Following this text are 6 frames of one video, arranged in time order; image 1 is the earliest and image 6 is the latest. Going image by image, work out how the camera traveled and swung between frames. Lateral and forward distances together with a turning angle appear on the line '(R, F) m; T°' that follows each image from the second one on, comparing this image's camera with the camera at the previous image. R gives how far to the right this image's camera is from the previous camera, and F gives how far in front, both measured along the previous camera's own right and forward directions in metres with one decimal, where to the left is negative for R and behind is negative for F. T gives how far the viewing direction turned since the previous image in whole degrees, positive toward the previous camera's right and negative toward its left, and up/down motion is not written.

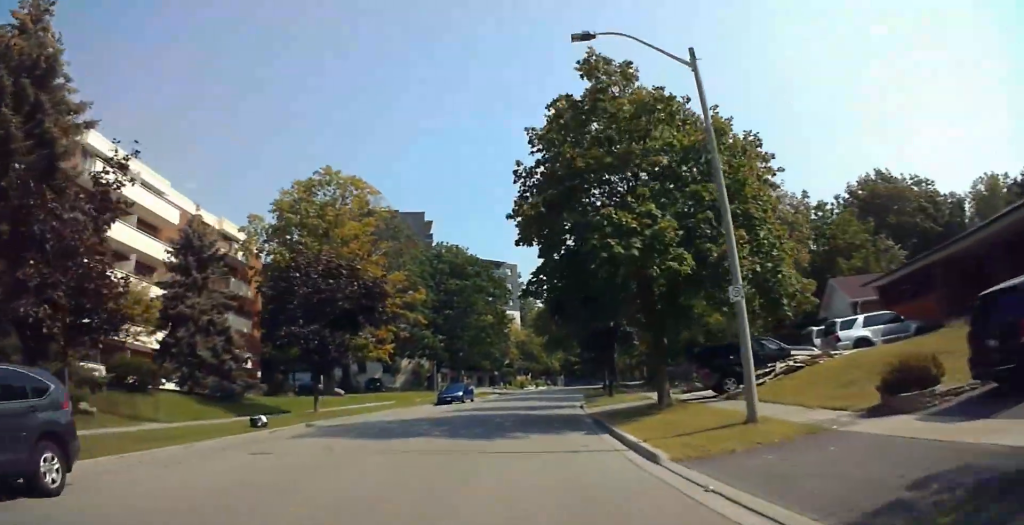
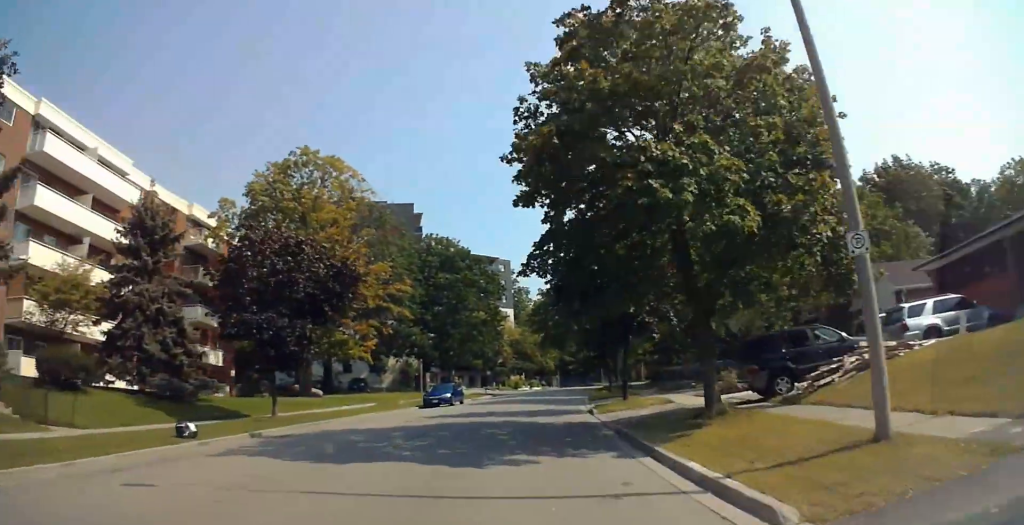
(+0.1, +5.0) m; +2°
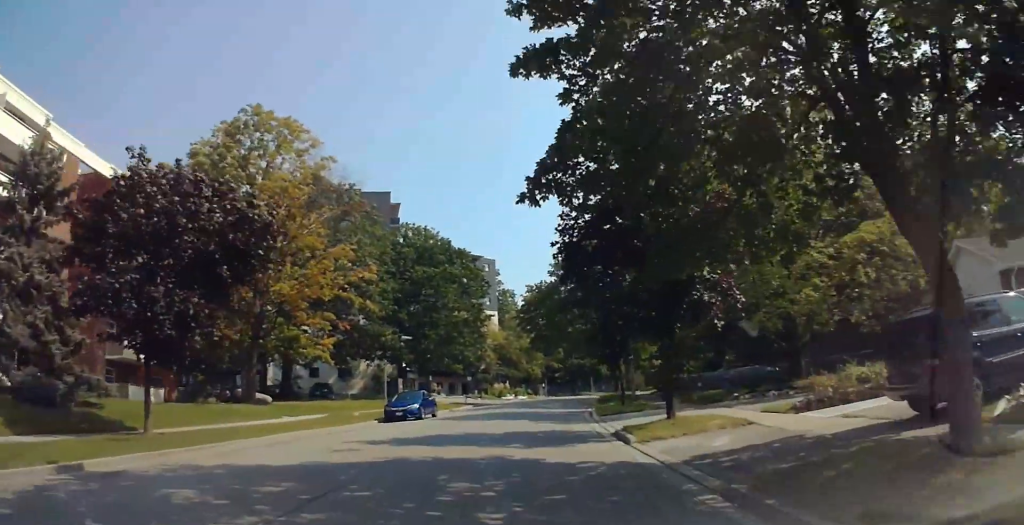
(+0.4, +8.7) m; +3°
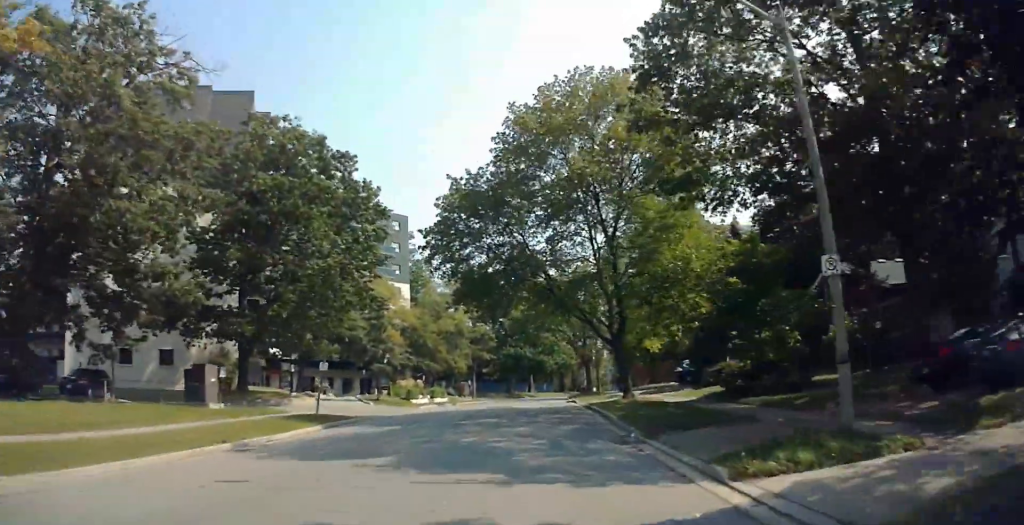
(+0.3, +29.6) m; -1°
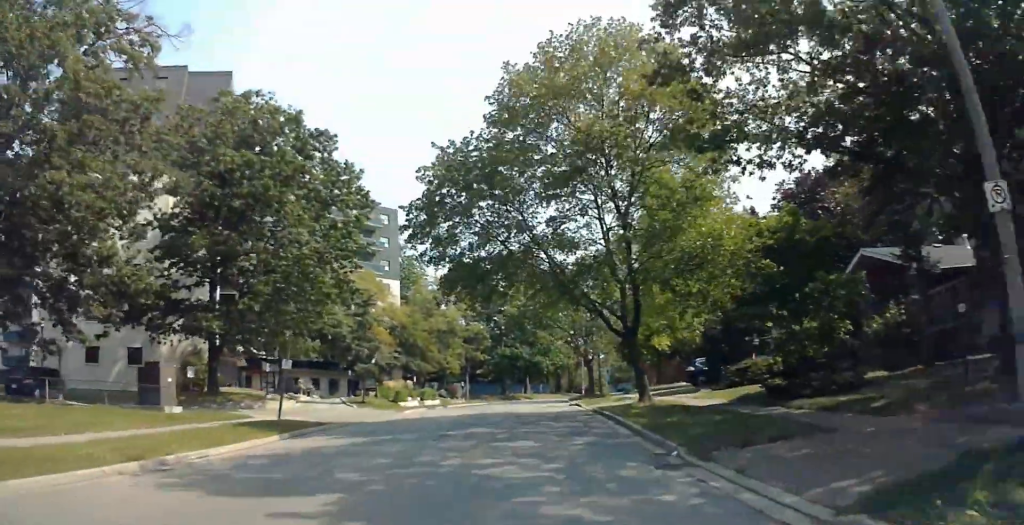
(0.0, +4.2) m; 0°
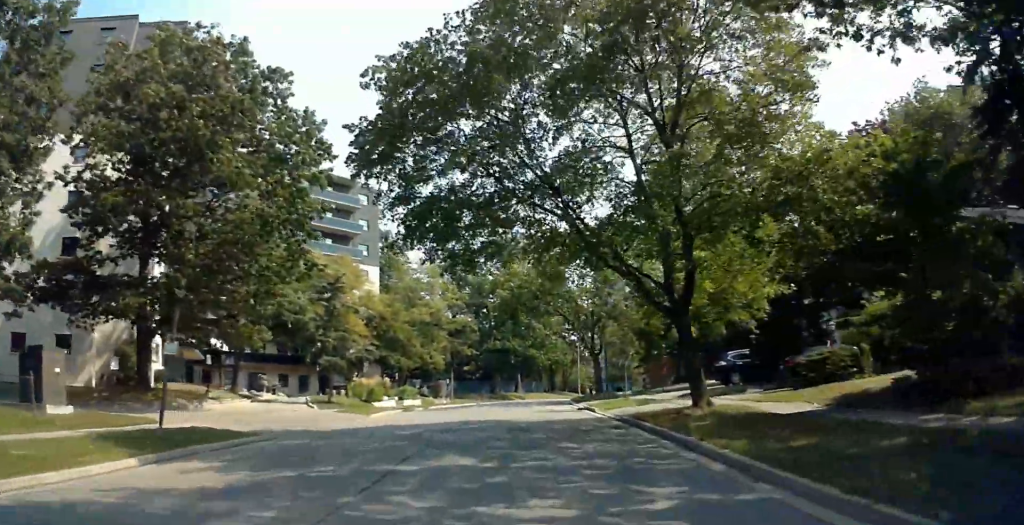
(0.0, +7.8) m; +2°
